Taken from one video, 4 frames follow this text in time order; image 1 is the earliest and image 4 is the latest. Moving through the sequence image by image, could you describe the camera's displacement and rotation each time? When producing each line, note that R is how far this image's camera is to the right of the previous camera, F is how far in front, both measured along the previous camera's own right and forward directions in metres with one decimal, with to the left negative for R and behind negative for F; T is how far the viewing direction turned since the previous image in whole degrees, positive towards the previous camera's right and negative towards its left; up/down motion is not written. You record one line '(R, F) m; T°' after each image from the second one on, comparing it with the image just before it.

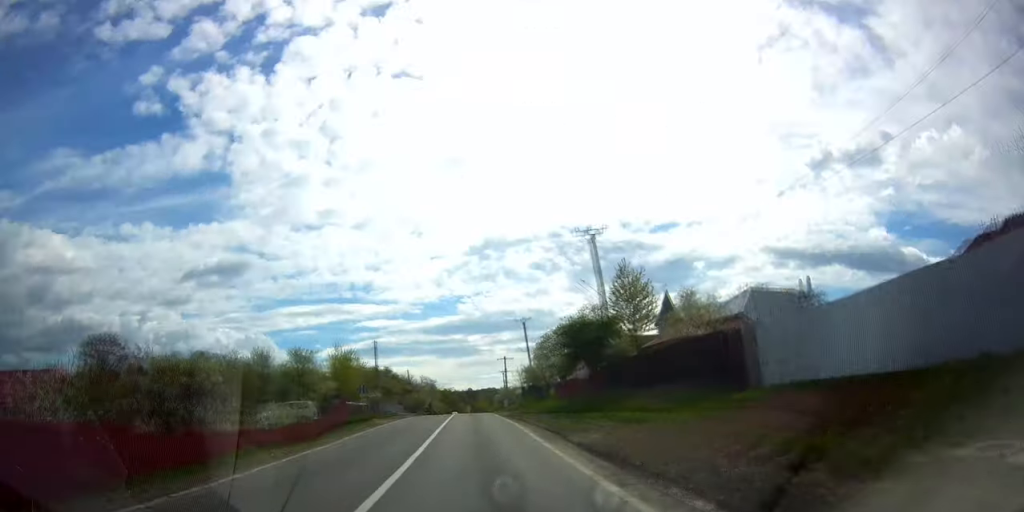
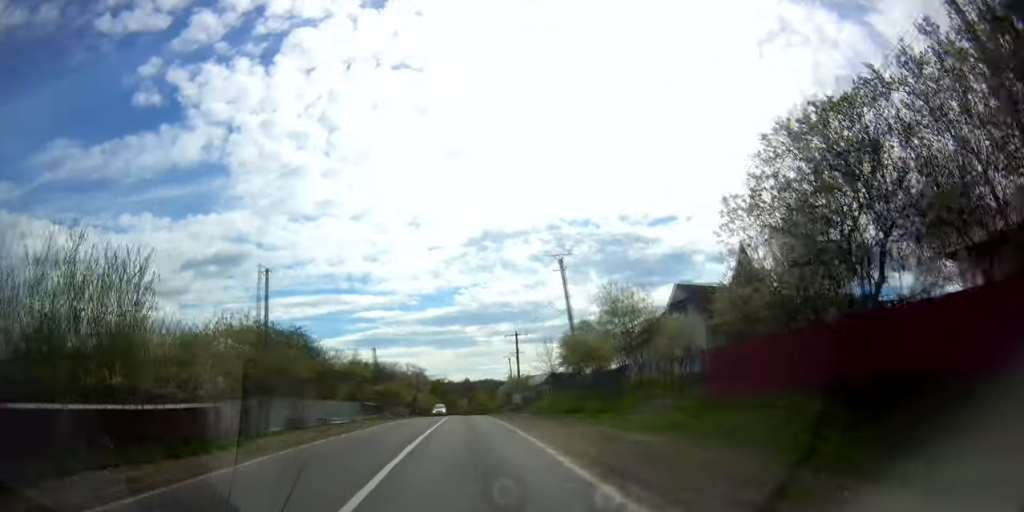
(+0.5, +34.2) m; +1°
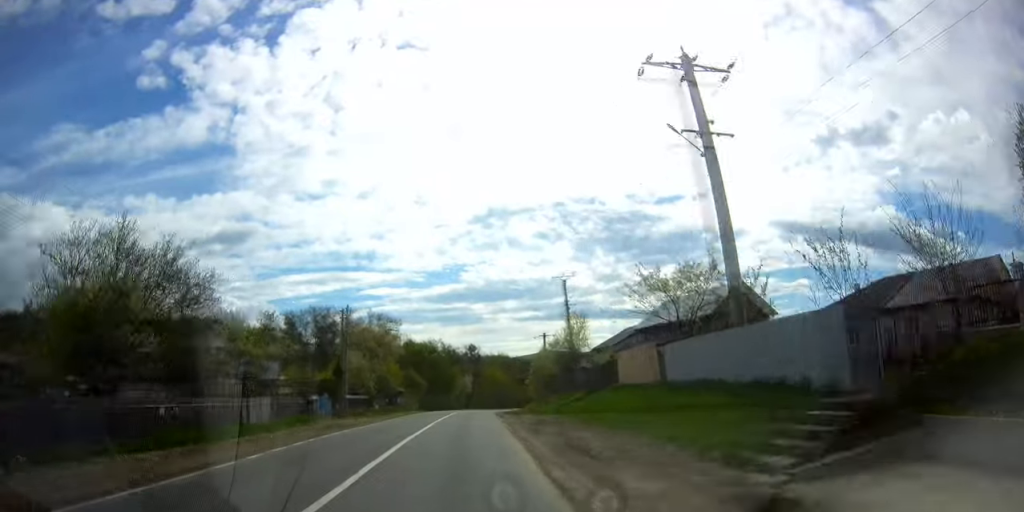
(-0.7, +68.7) m; -1°
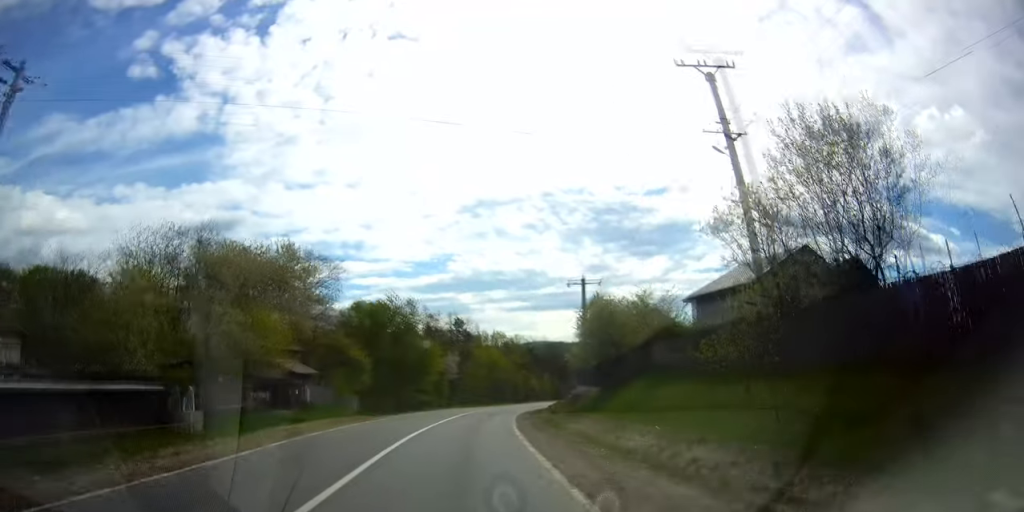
(+0.3, +38.7) m; 0°
